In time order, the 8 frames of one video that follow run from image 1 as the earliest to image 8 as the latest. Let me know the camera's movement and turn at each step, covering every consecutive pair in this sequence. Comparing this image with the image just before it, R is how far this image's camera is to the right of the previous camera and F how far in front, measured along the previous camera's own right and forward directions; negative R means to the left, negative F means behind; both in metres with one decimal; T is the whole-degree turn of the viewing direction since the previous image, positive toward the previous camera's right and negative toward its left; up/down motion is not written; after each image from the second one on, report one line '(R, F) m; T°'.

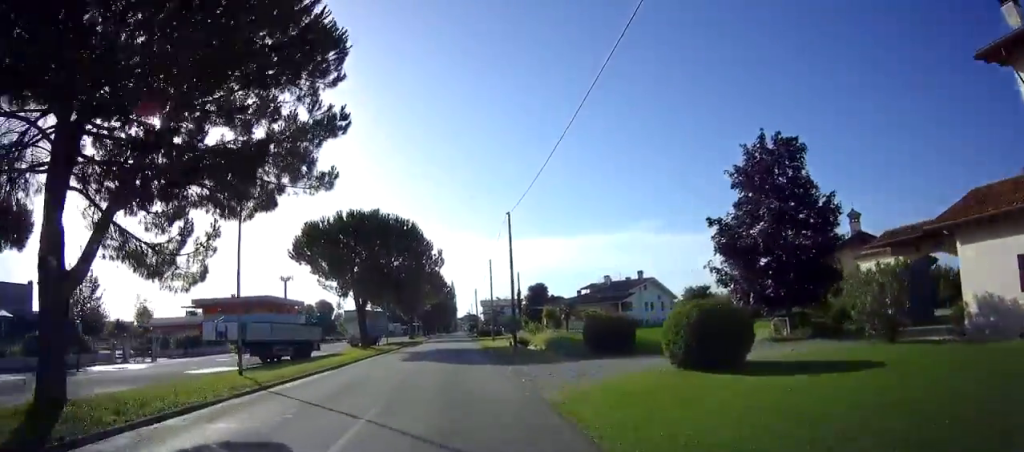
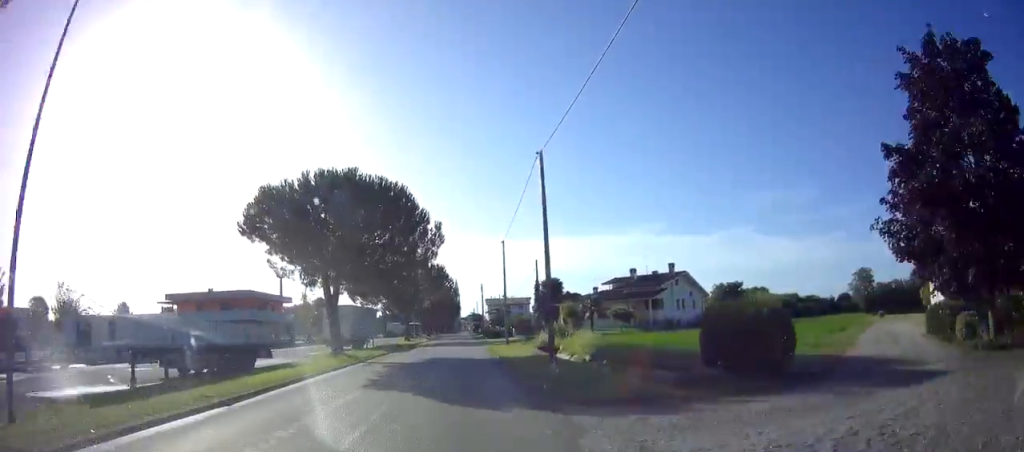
(-0.2, +10.3) m; 0°
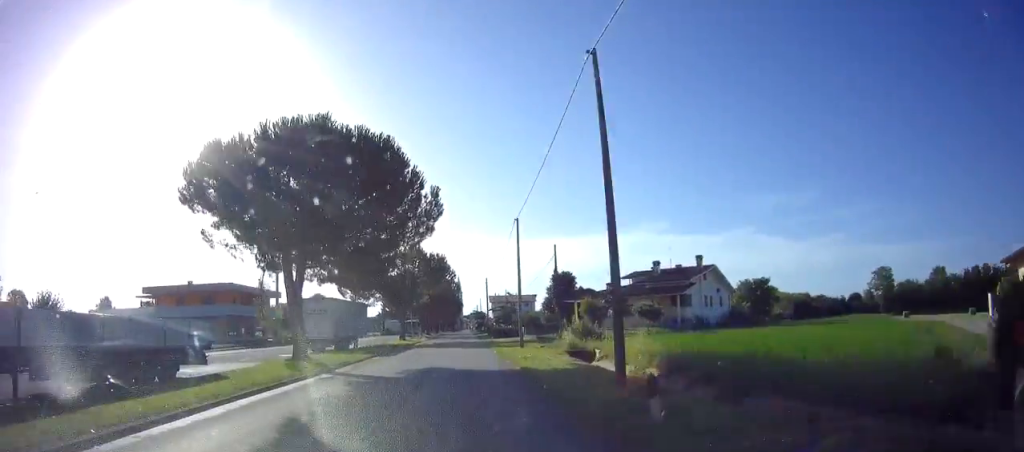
(-0.2, +7.4) m; 0°
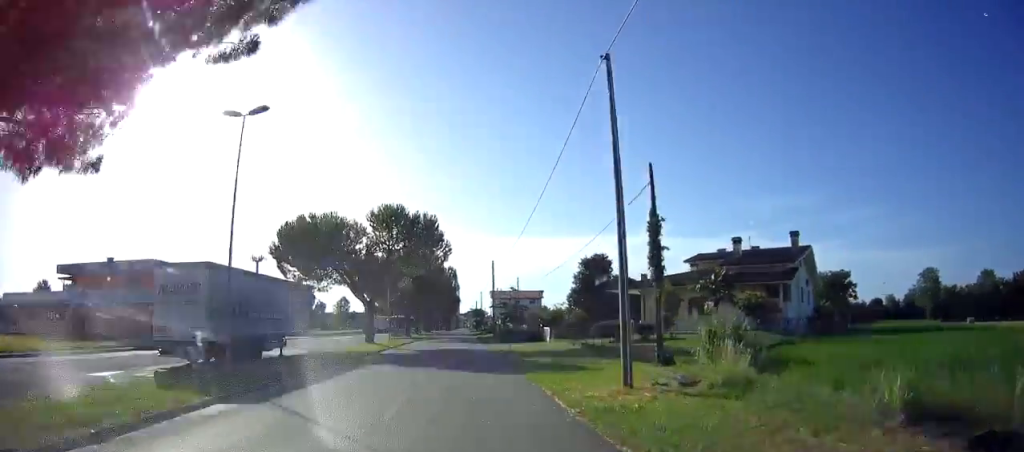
(+0.3, +19.2) m; +1°
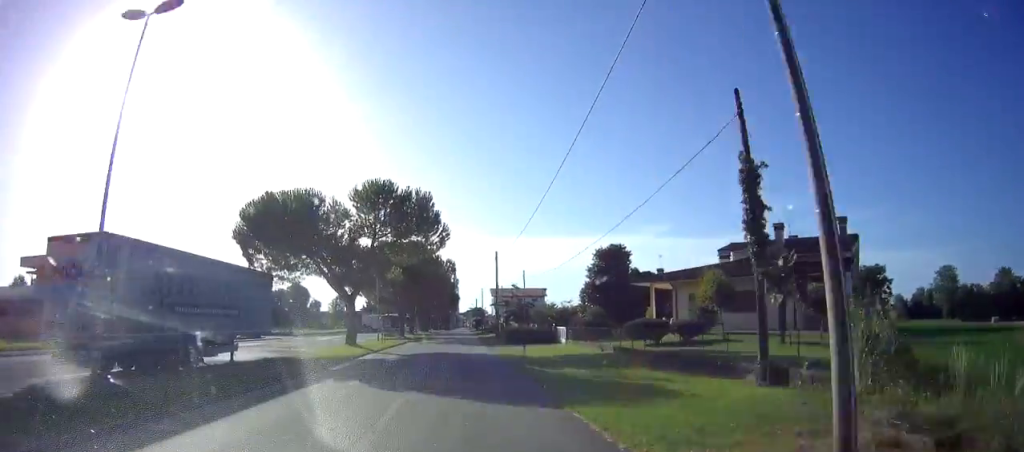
(0.0, +7.1) m; 0°
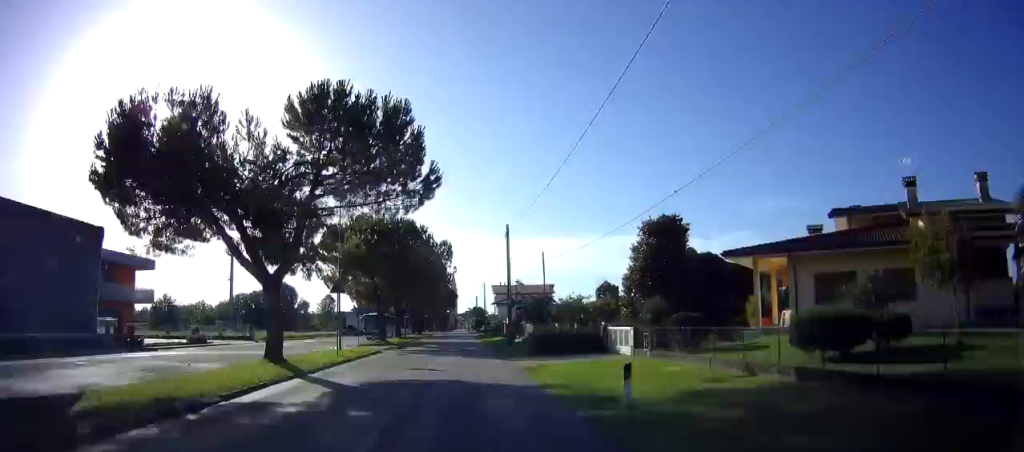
(0.0, +13.6) m; +1°
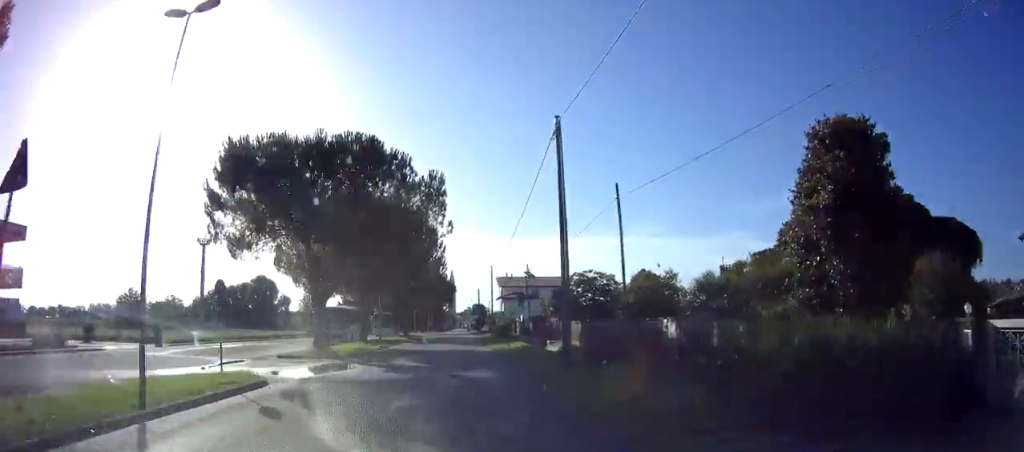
(+0.2, +19.6) m; -1°
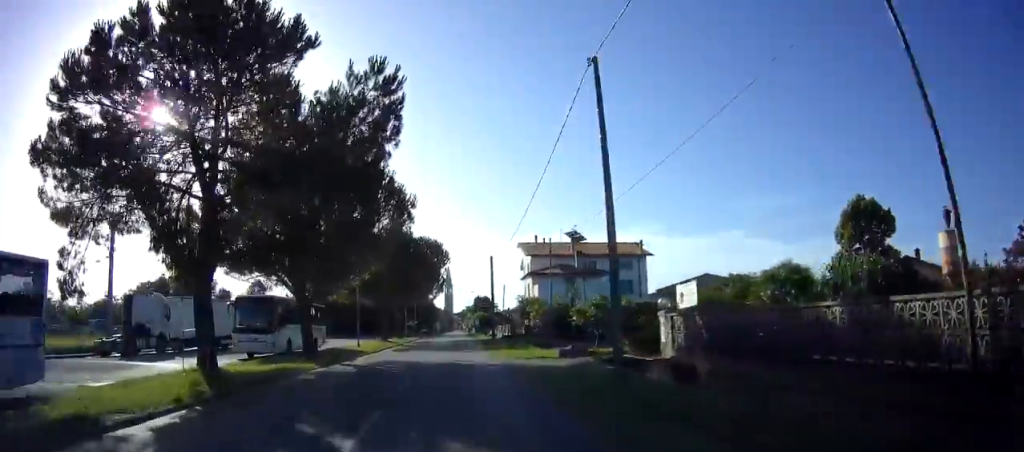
(-0.1, +44.2) m; +1°
